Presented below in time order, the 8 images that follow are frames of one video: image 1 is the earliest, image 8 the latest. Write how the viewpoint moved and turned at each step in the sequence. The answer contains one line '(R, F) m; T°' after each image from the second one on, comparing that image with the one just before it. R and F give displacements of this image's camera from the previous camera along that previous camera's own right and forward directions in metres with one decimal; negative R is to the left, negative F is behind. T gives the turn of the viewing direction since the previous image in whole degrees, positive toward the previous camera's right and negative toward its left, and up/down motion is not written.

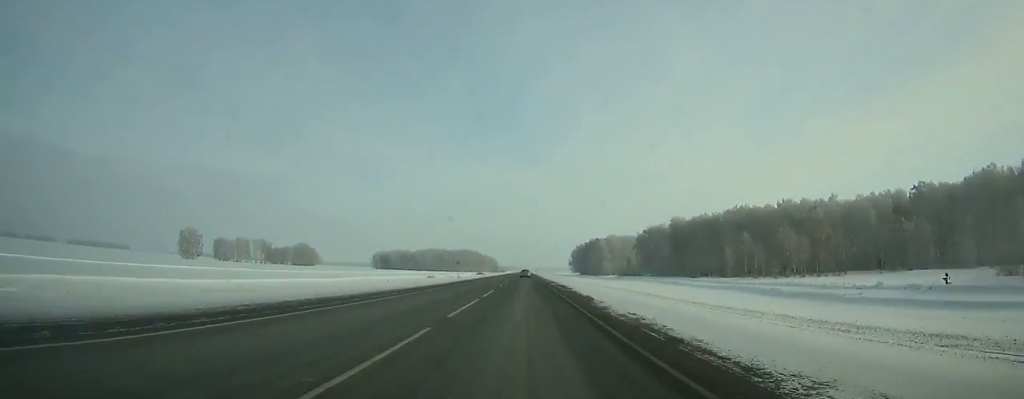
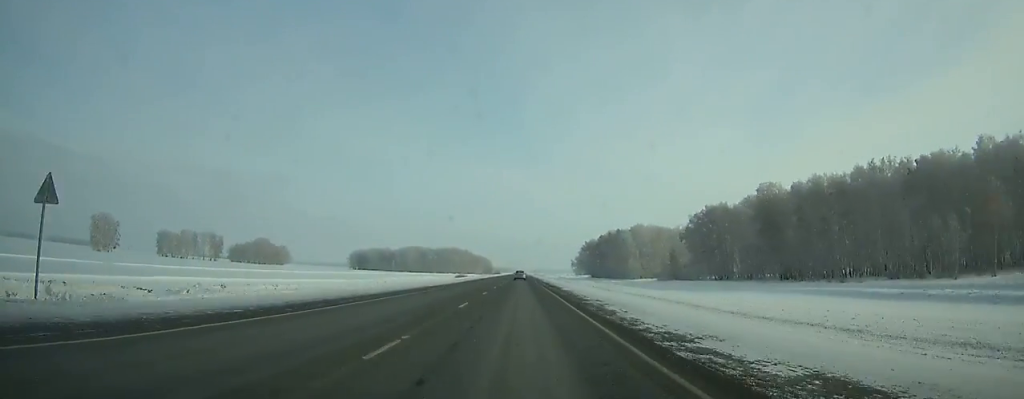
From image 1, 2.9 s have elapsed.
(-0.1, +89.6) m; 0°
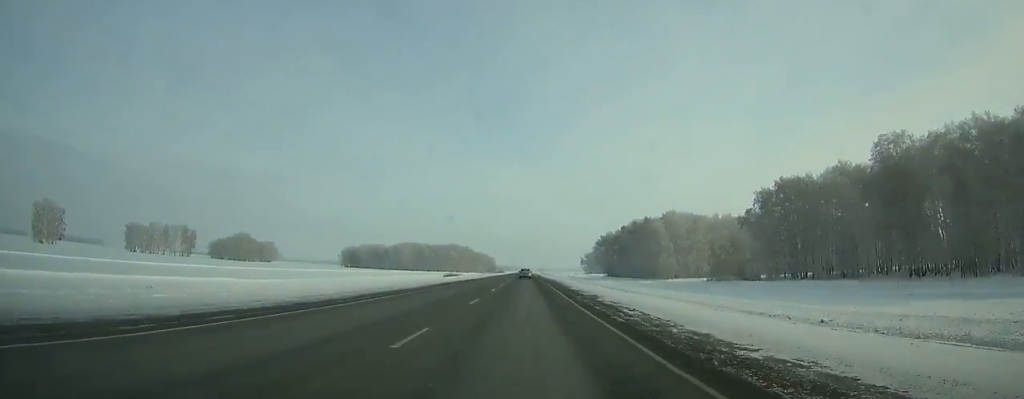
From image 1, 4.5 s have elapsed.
(-0.1, +48.5) m; 0°
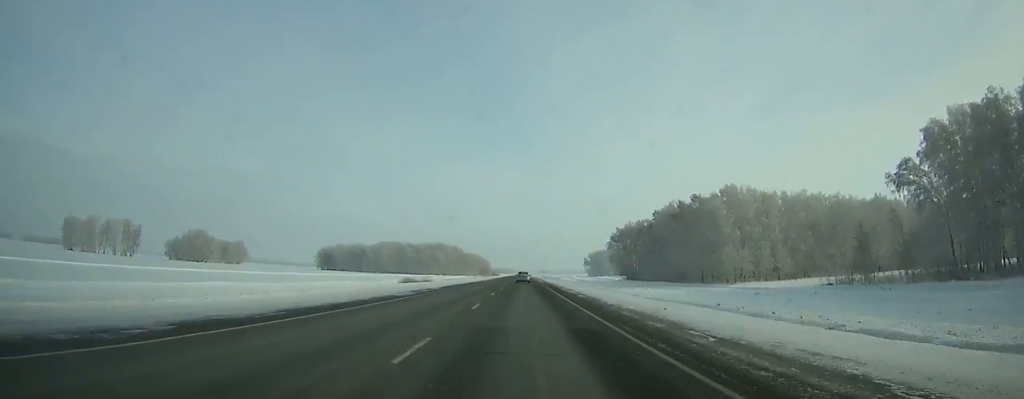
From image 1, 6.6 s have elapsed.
(+0.2, +61.8) m; 0°
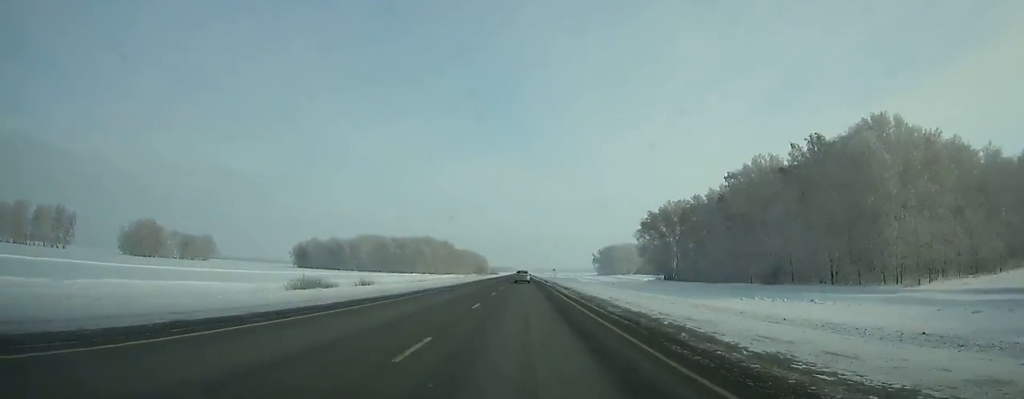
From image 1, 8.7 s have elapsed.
(0.0, +60.3) m; 0°
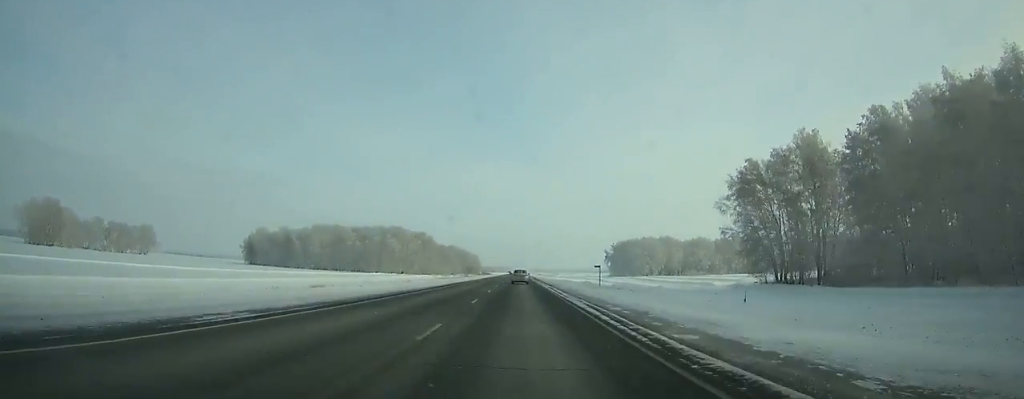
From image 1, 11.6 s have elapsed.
(-0.1, +81.5) m; 0°
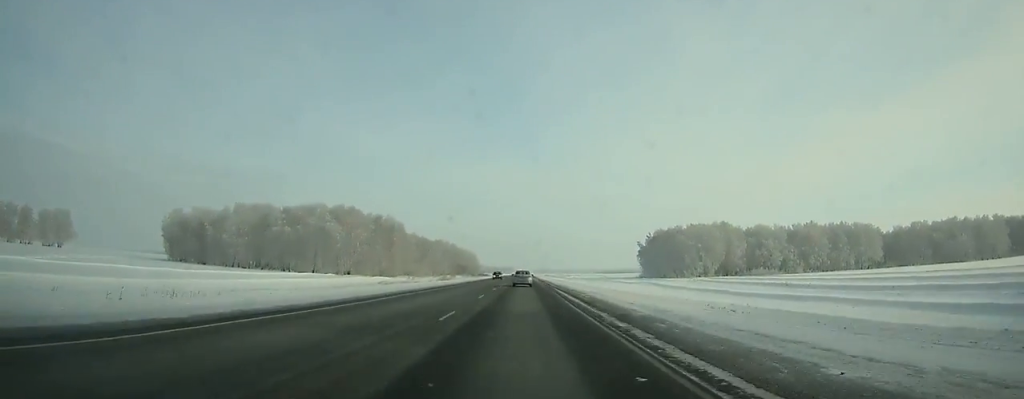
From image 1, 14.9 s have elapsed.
(-0.1, +90.9) m; 0°
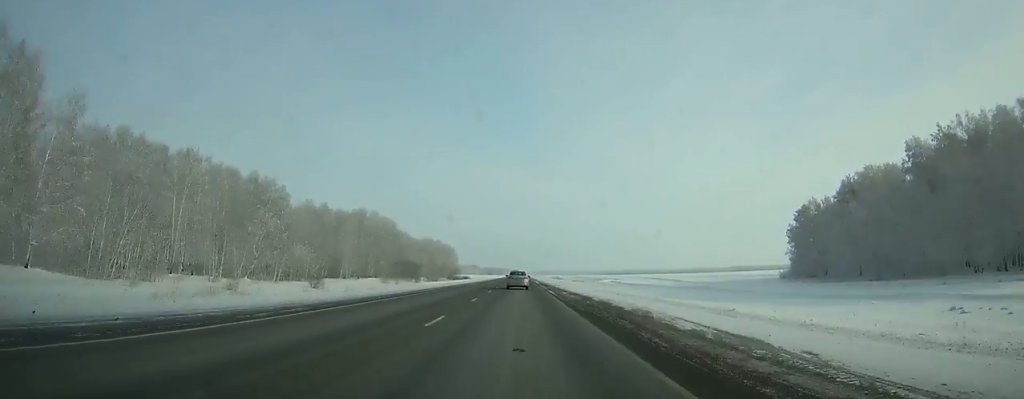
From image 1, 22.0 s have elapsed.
(-0.3, +191.2) m; 0°
